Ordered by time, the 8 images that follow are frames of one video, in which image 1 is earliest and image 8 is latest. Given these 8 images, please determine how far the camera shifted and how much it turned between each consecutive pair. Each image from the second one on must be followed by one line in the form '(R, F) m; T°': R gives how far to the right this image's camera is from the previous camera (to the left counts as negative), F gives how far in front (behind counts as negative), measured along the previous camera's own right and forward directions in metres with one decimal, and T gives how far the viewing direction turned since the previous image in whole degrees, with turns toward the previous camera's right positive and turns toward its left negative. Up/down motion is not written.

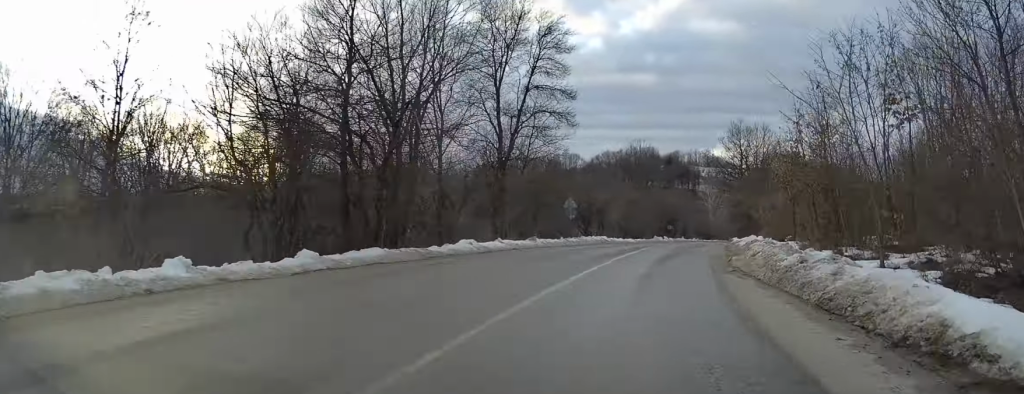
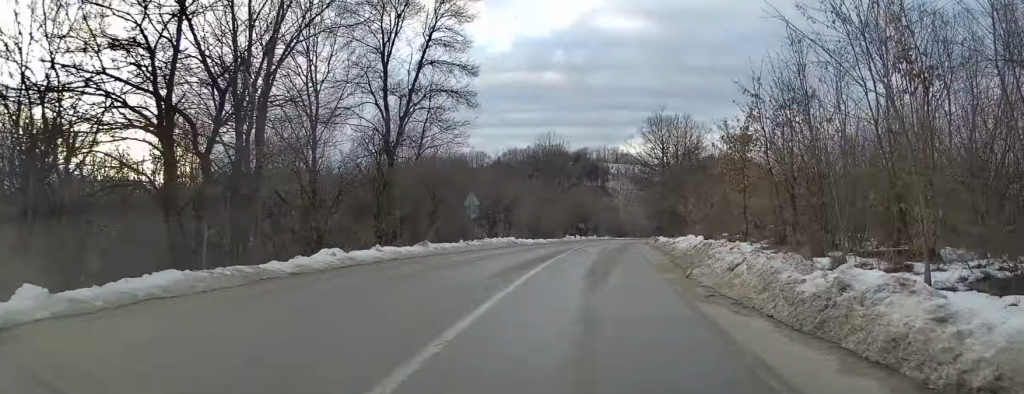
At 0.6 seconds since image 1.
(+0.2, +6.0) m; +5°
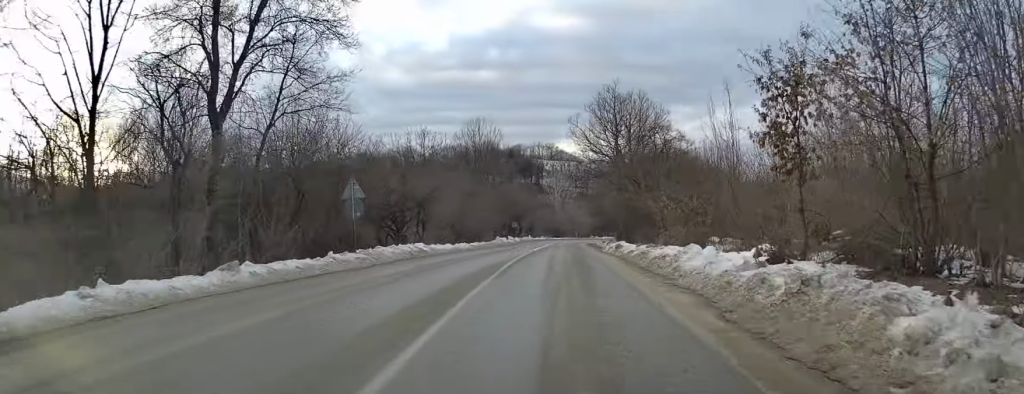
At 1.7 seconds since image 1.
(+0.8, +11.6) m; +3°
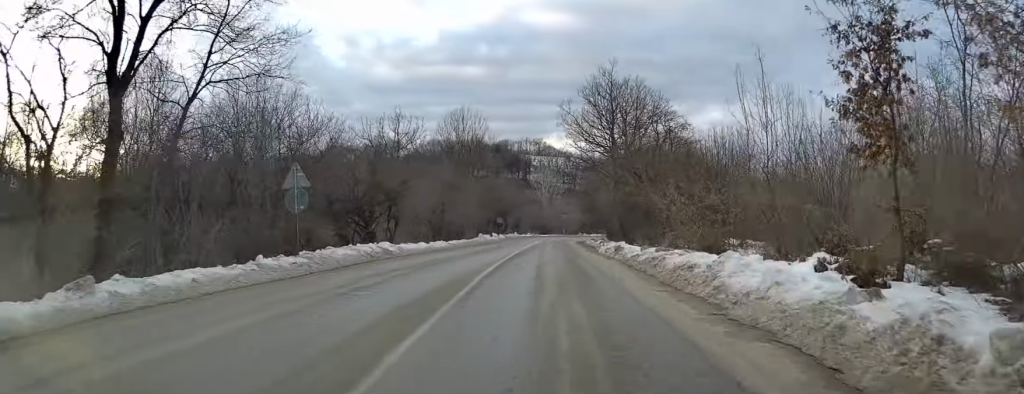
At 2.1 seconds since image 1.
(-0.1, +4.7) m; 0°
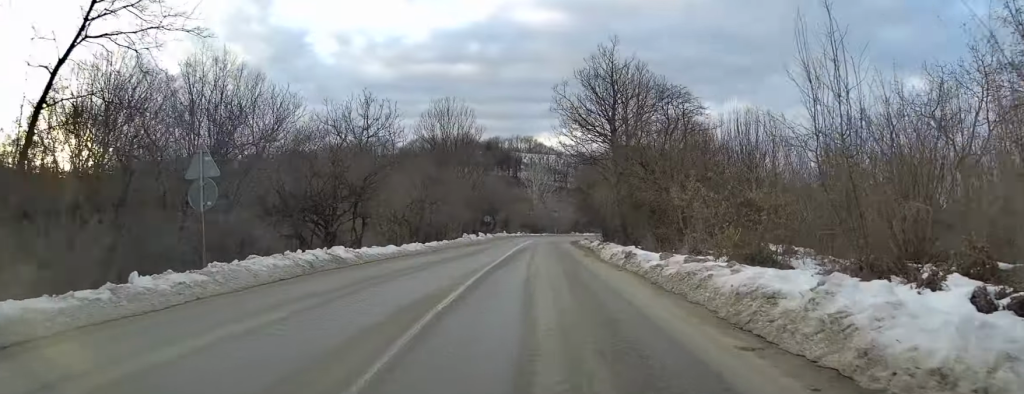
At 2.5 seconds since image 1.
(-0.1, +5.1) m; 0°
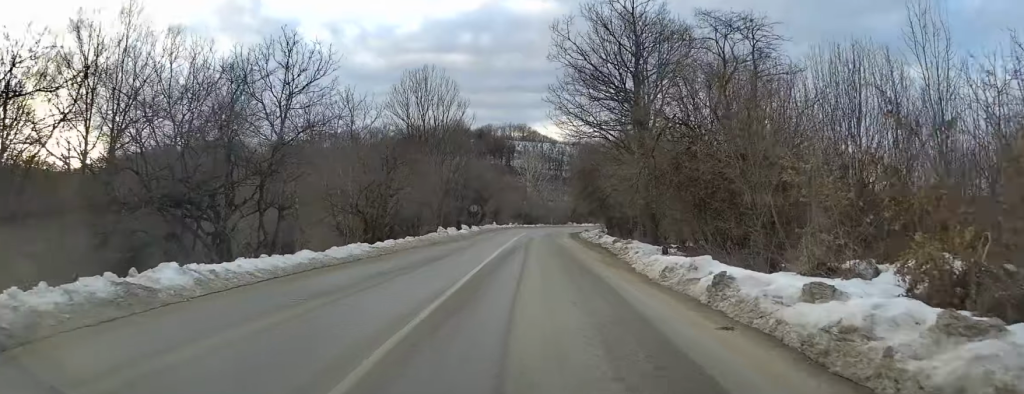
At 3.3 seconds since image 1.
(+0.2, +10.6) m; +2°
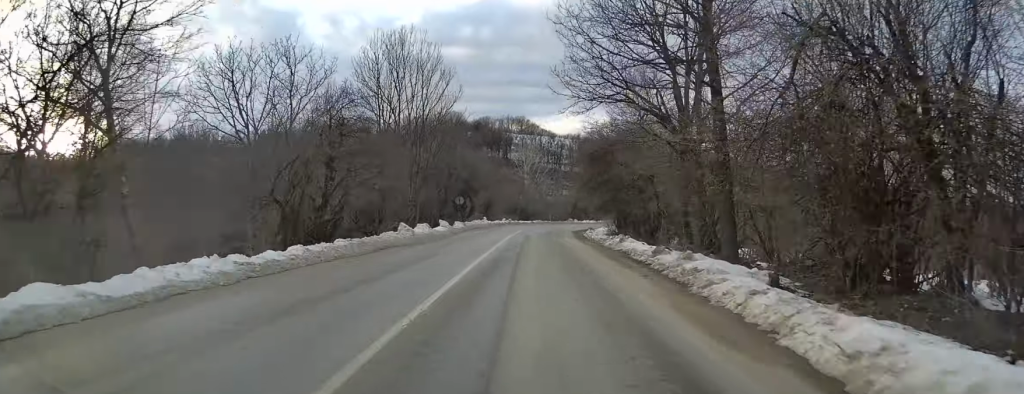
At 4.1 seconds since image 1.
(+0.2, +10.6) m; +1°
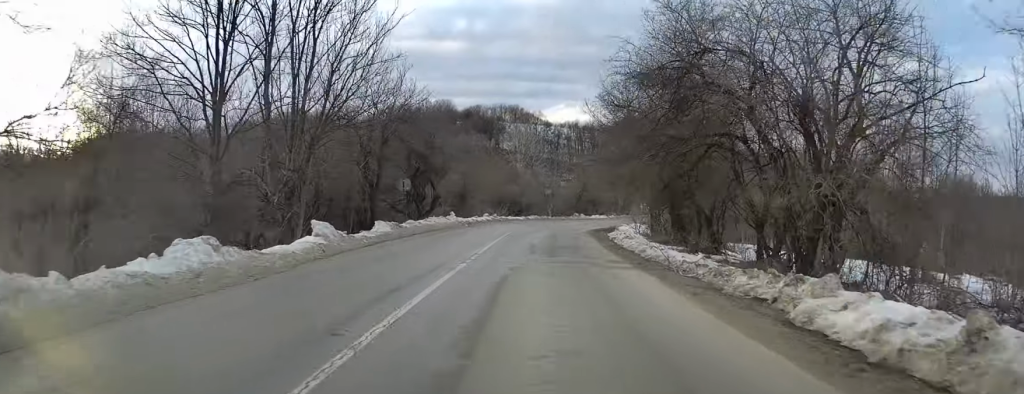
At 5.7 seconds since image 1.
(+0.1, +23.0) m; -1°
